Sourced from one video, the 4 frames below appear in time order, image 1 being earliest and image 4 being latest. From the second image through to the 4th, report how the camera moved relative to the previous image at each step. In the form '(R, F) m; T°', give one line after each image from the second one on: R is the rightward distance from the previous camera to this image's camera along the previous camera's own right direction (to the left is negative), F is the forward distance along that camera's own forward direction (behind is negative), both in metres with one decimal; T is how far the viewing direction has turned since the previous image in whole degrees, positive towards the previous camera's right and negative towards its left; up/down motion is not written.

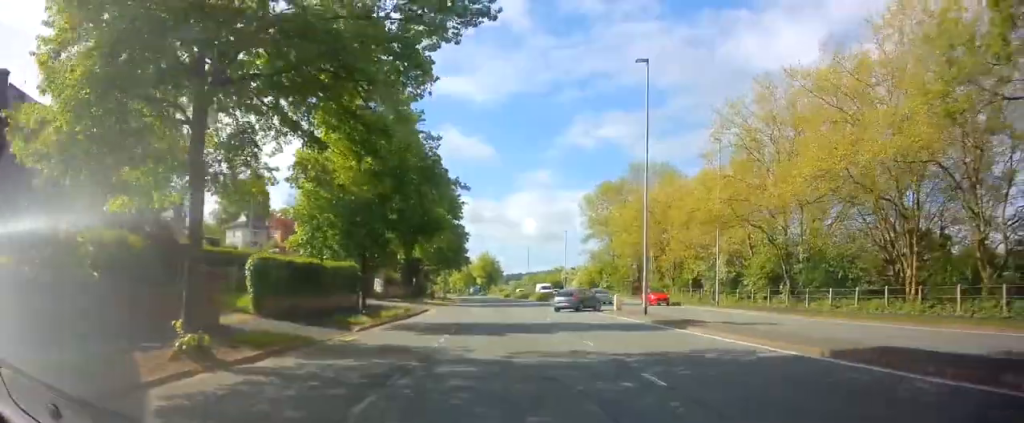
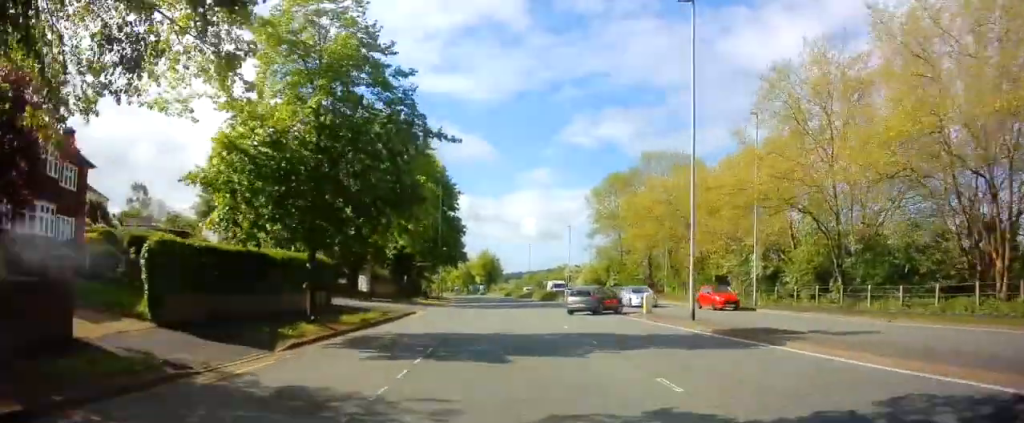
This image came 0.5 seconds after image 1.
(+0.1, +6.7) m; 0°
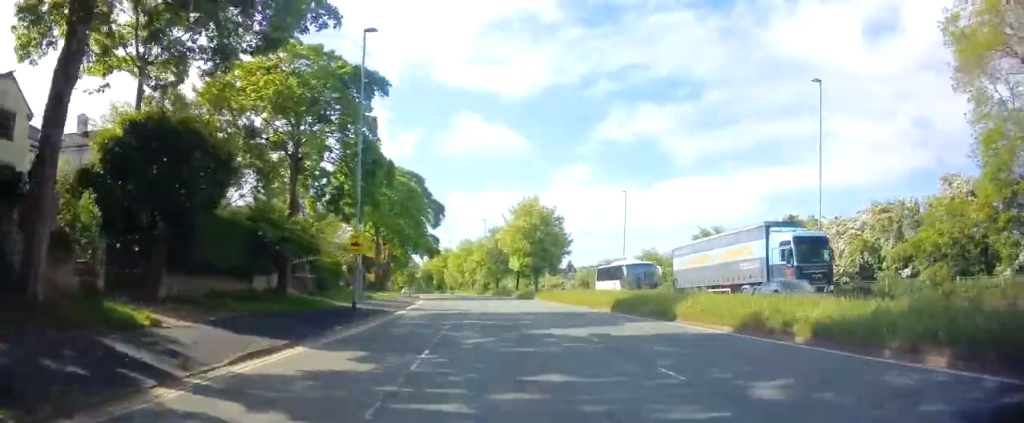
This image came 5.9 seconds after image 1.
(-0.5, +74.6) m; -3°
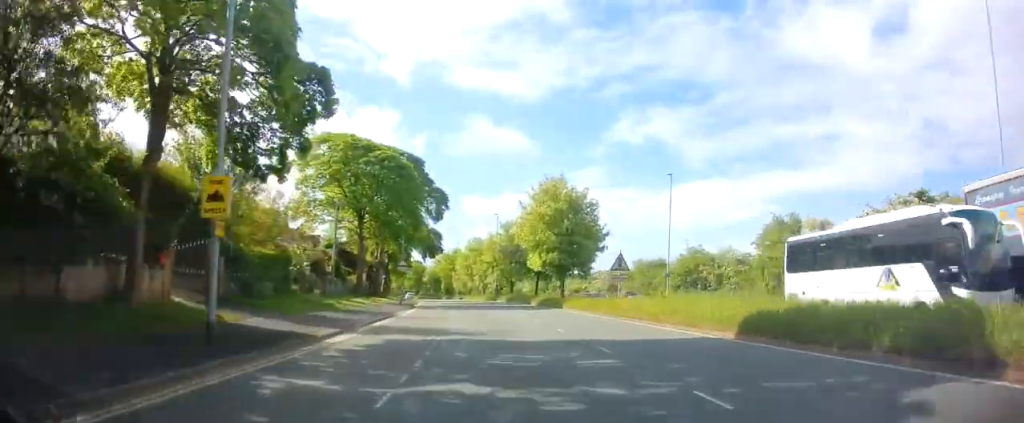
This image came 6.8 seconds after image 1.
(-0.3, +13.4) m; -2°
